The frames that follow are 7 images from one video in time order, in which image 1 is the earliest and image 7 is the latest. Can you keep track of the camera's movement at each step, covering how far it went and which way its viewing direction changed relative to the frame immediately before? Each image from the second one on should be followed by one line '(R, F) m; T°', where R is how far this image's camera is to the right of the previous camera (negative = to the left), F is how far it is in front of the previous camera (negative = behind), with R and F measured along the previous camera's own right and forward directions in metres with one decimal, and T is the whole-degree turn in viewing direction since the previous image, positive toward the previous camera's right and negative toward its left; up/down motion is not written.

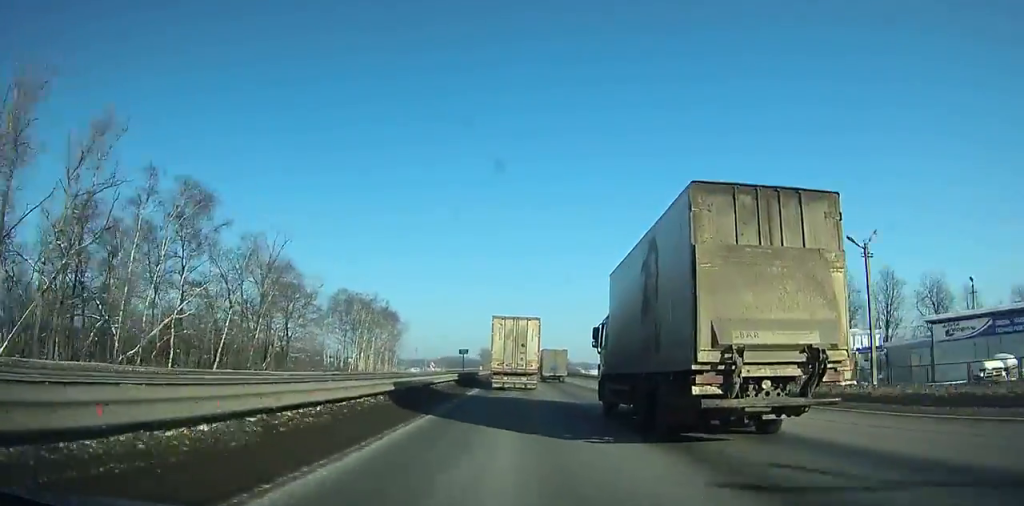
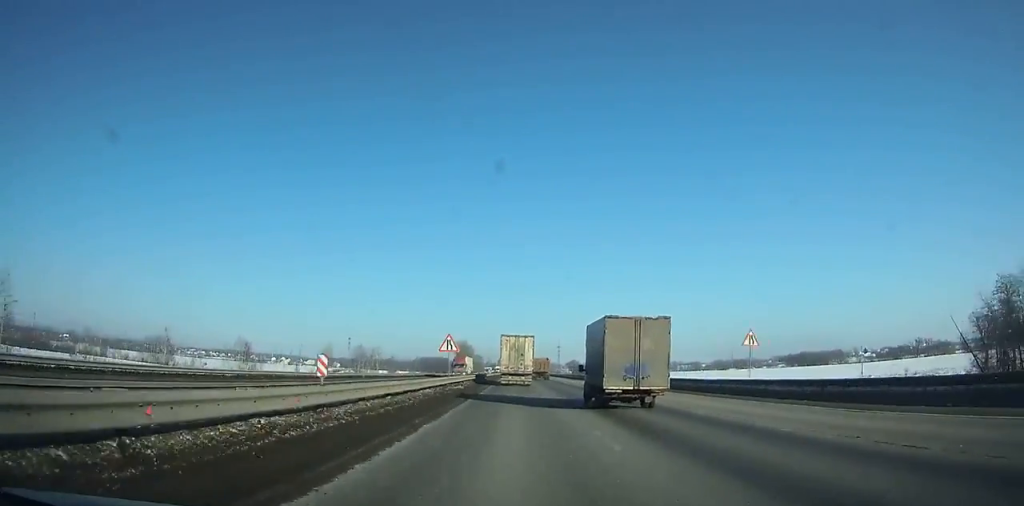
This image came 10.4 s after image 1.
(+0.8, +243.3) m; +1°
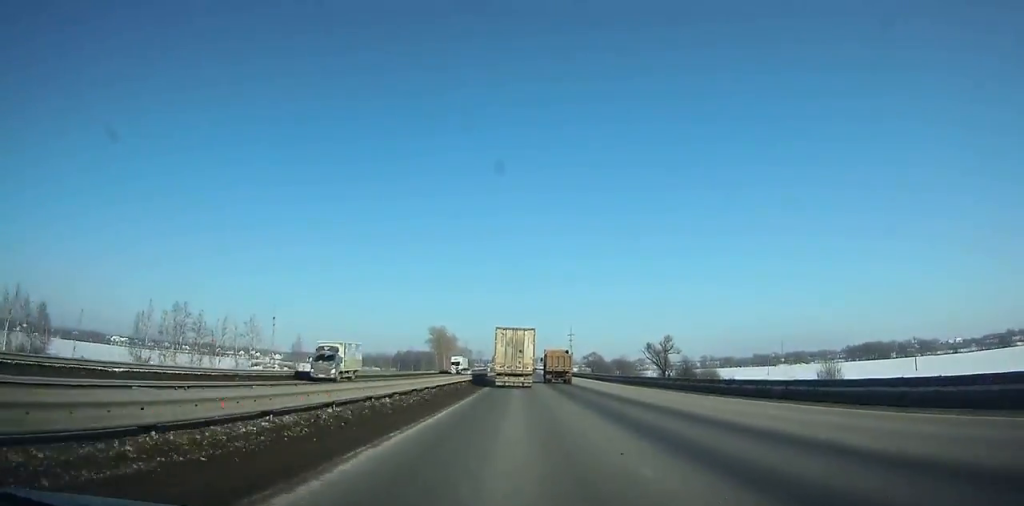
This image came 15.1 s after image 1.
(+0.7, +123.6) m; 0°
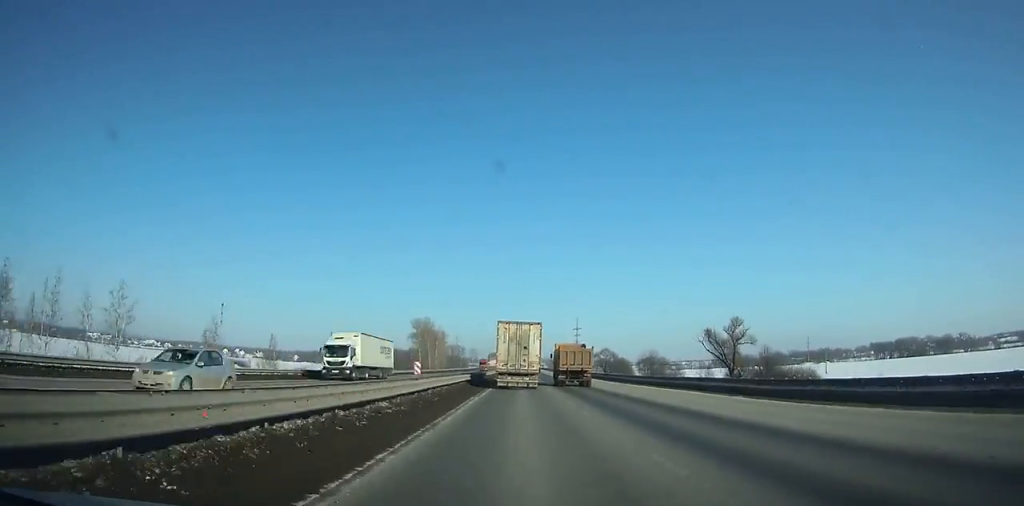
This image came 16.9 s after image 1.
(0.0, +47.7) m; 0°
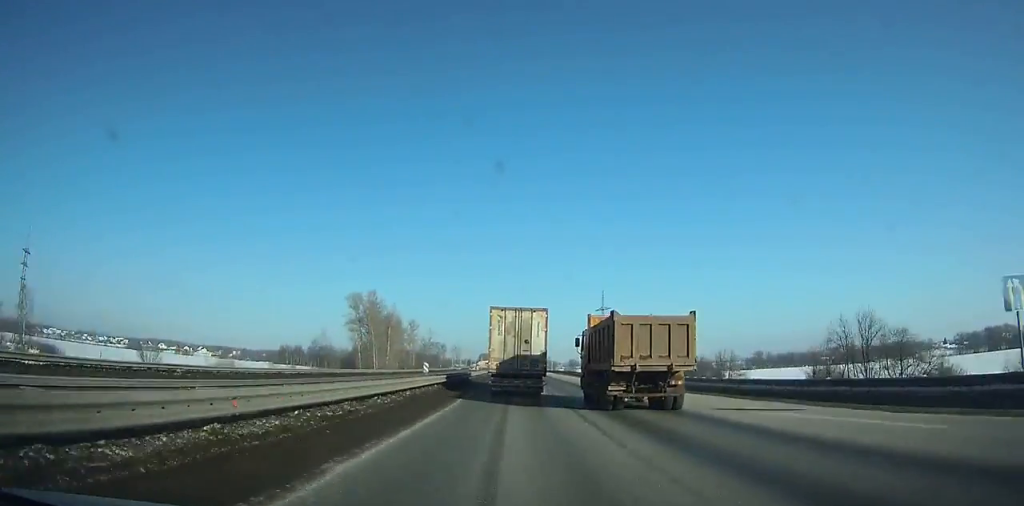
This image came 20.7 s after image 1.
(+0.4, +99.9) m; +1°
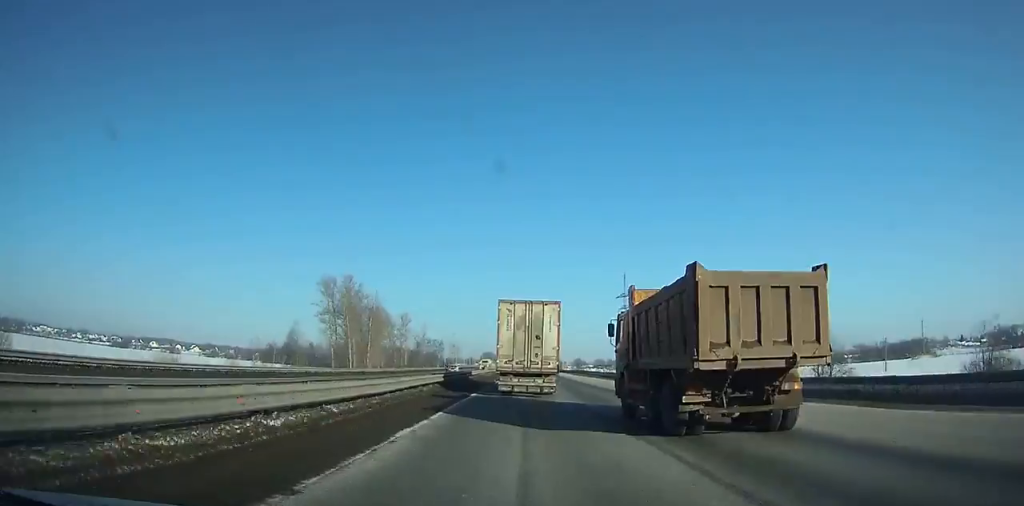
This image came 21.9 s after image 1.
(-0.2, +31.3) m; 0°
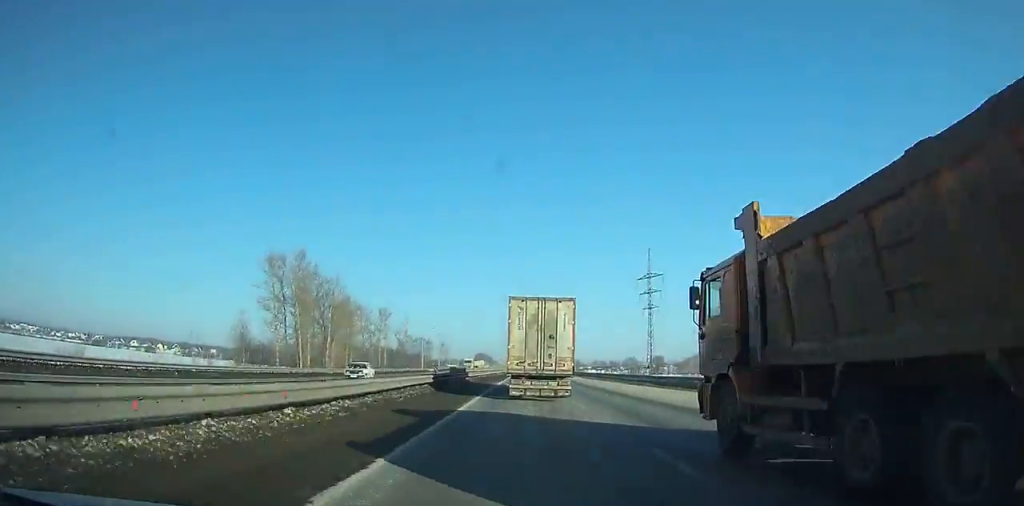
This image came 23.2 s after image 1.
(+0.1, +34.3) m; 0°
